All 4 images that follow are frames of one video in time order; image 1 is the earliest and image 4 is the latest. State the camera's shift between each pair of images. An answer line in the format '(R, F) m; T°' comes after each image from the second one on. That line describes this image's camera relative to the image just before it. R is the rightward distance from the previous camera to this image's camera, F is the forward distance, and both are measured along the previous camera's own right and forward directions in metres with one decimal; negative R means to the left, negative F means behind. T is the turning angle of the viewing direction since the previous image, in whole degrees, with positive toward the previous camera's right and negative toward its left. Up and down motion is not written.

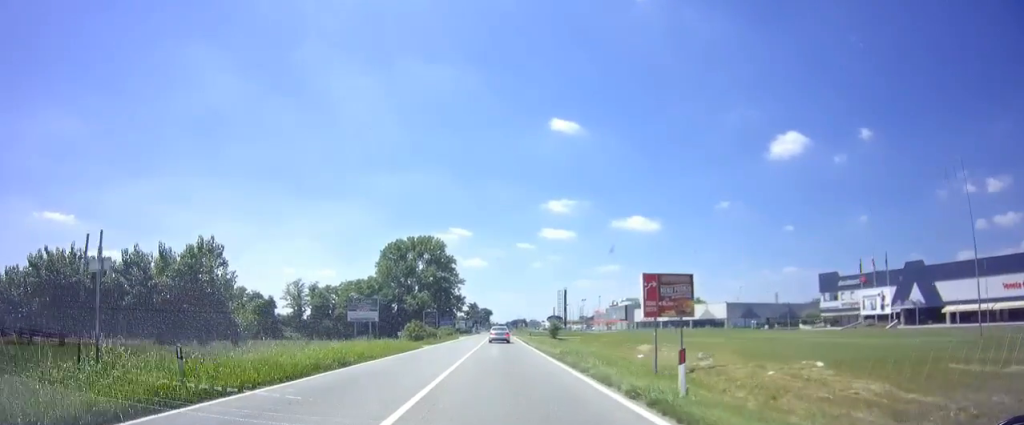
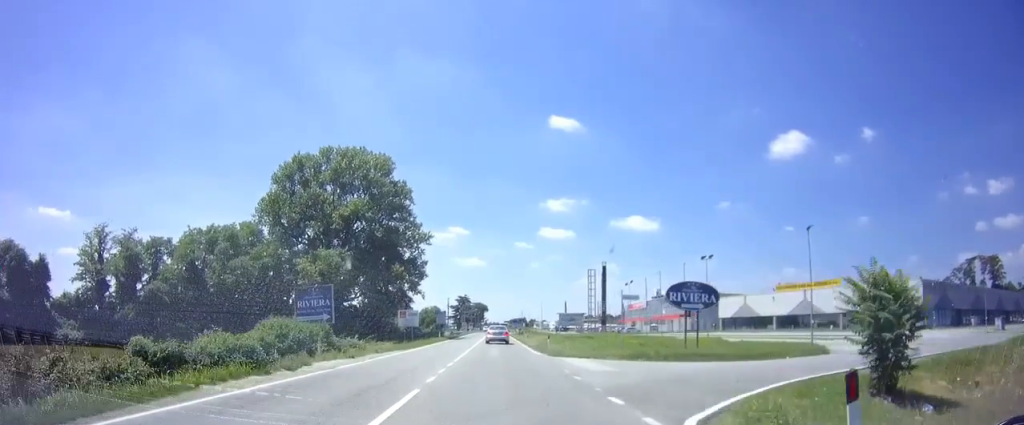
(-0.8, +67.8) m; 0°
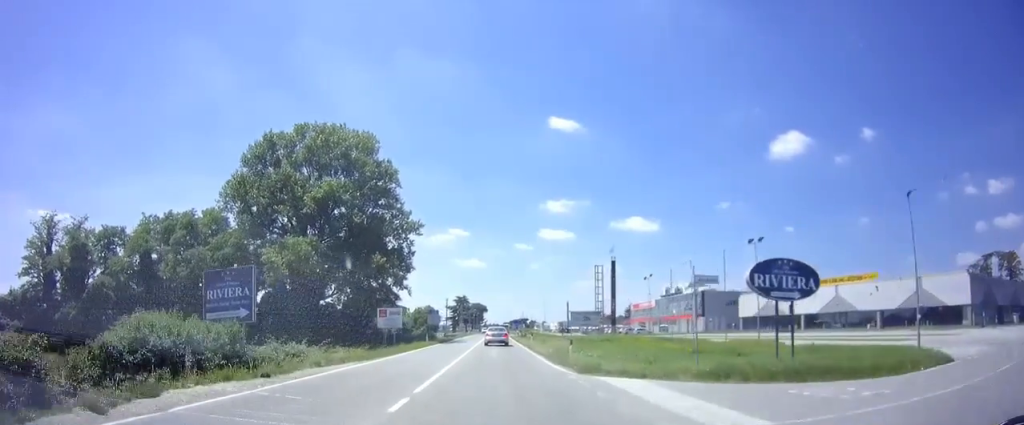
(0.0, +9.1) m; 0°
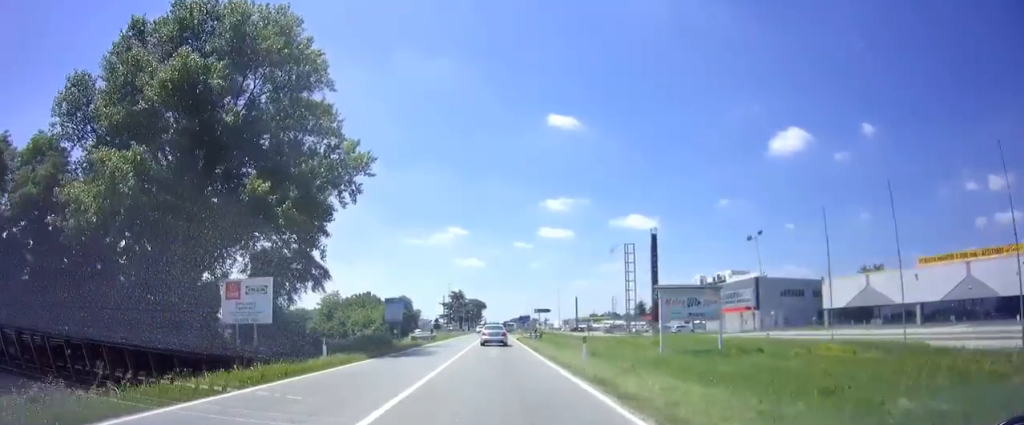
(-0.1, +26.3) m; -1°
